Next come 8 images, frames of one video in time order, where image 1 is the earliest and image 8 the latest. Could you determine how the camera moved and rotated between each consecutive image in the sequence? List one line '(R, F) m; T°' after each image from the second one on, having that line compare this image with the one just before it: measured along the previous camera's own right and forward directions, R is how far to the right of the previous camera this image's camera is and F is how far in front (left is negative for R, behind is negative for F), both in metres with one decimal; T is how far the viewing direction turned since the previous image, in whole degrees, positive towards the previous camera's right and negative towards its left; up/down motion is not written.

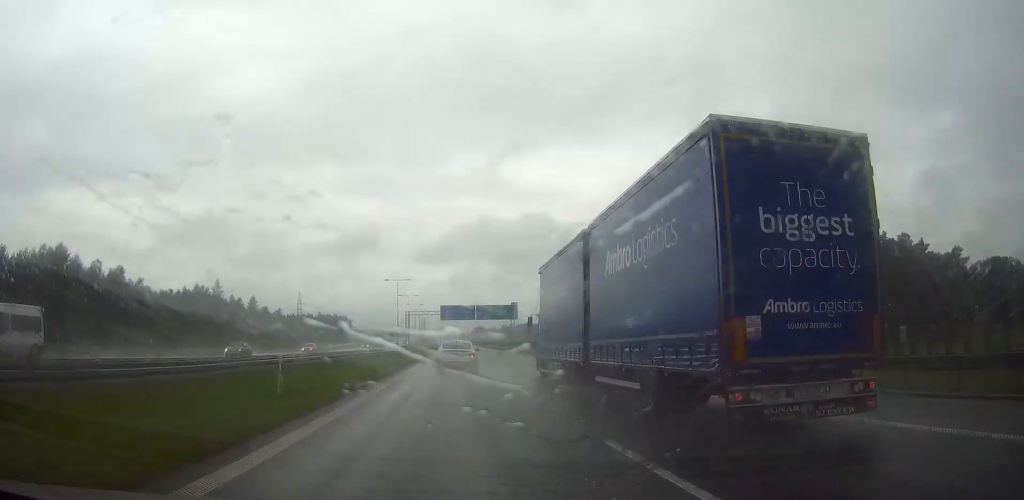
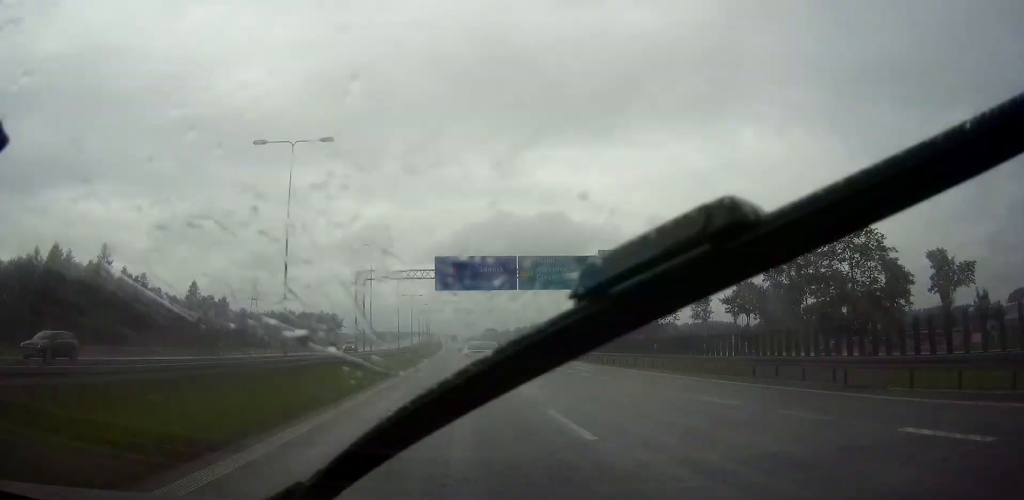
(-0.6, +83.5) m; -1°
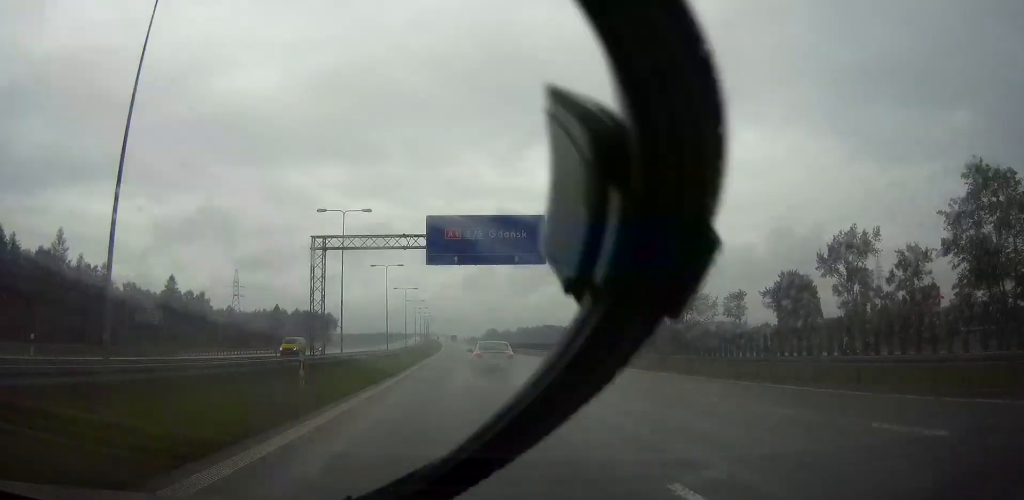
(0.0, +19.5) m; 0°
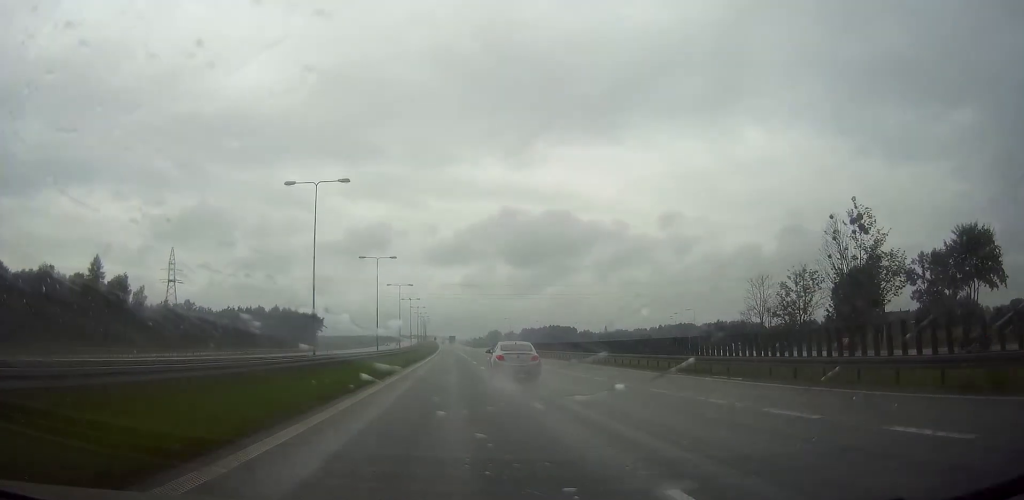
(0.0, +48.6) m; 0°
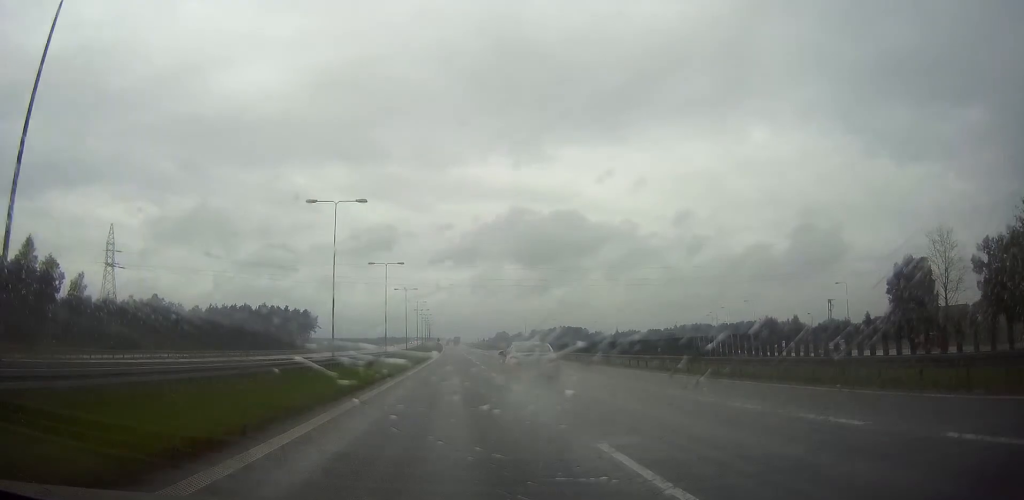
(-0.2, +33.1) m; 0°
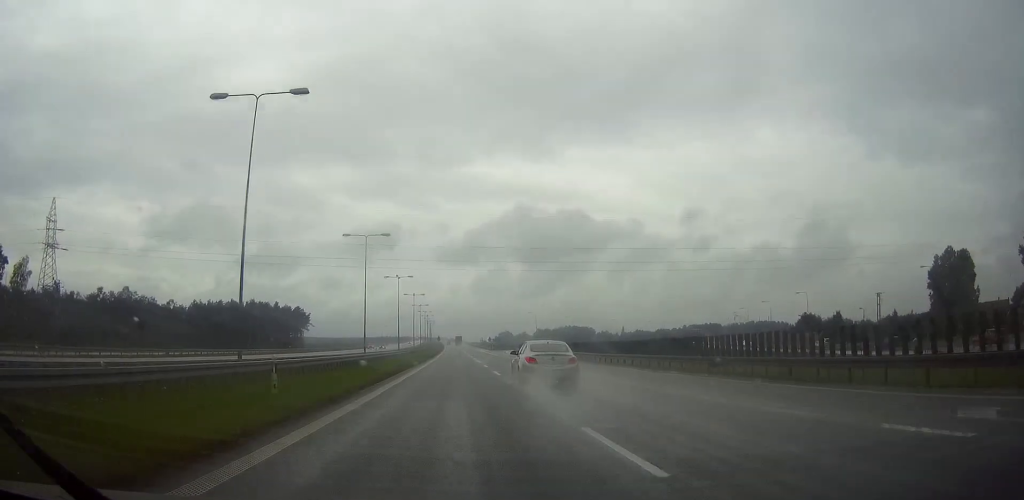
(-0.1, +22.3) m; 0°
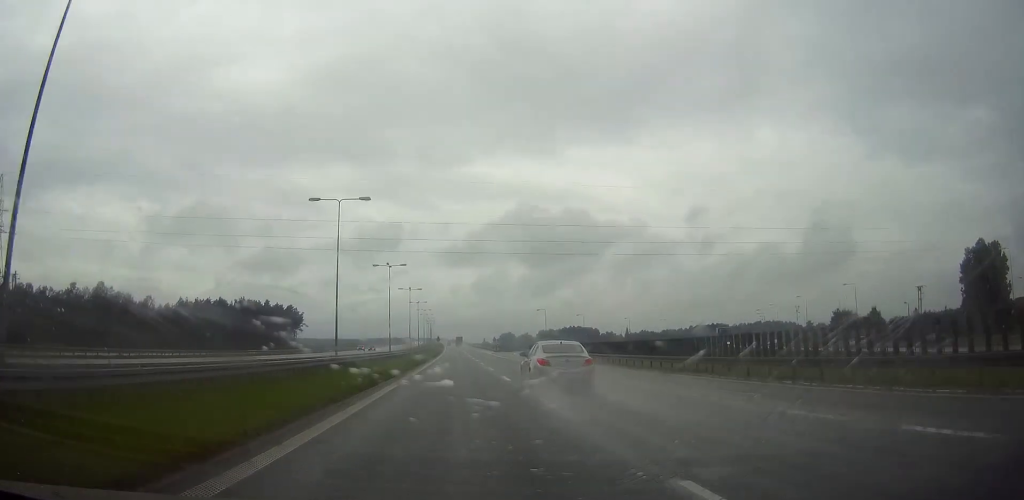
(0.0, +16.2) m; 0°
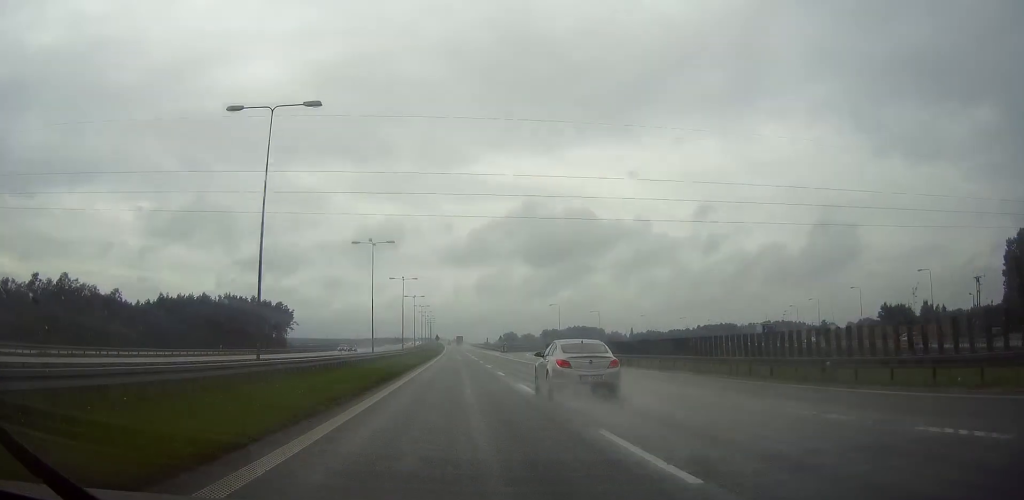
(0.0, +20.1) m; 0°
